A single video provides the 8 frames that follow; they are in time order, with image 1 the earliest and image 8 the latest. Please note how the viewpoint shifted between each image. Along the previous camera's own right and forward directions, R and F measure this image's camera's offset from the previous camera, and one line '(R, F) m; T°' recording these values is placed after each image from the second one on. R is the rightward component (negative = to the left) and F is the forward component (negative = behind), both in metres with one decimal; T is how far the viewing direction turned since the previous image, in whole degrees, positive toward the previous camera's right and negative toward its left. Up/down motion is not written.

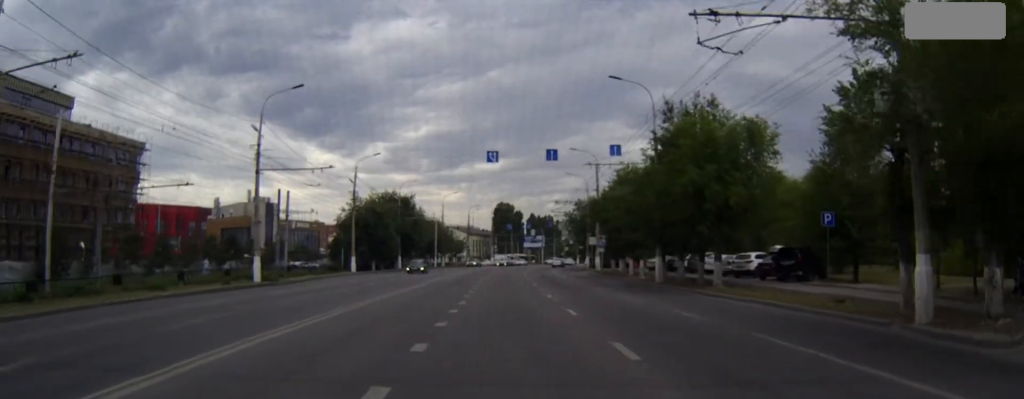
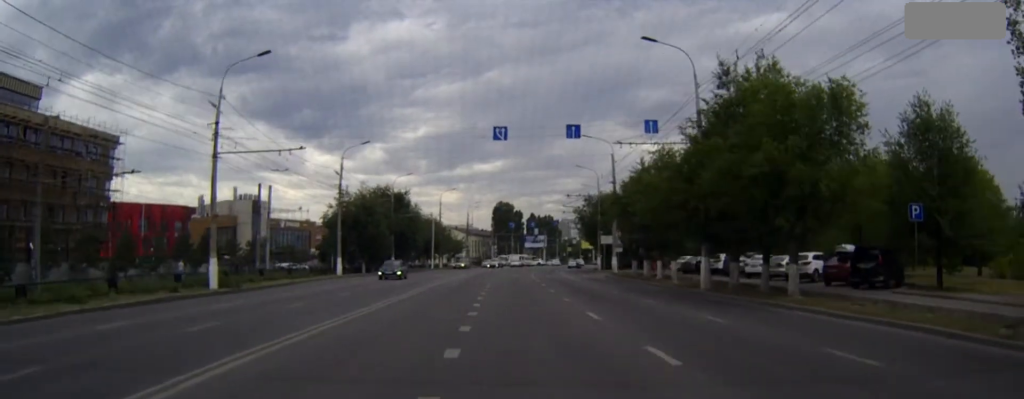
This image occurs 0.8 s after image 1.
(0.0, +8.5) m; 0°
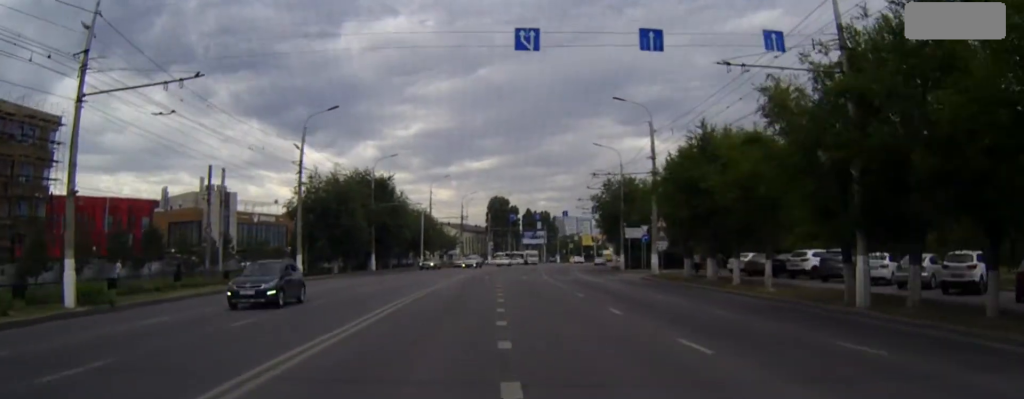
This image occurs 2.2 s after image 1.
(0.0, +15.3) m; 0°
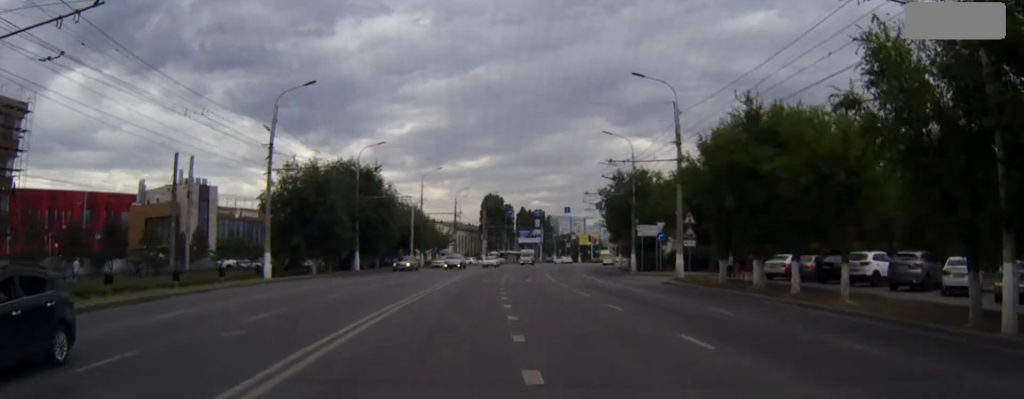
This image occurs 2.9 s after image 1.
(0.0, +7.2) m; 0°
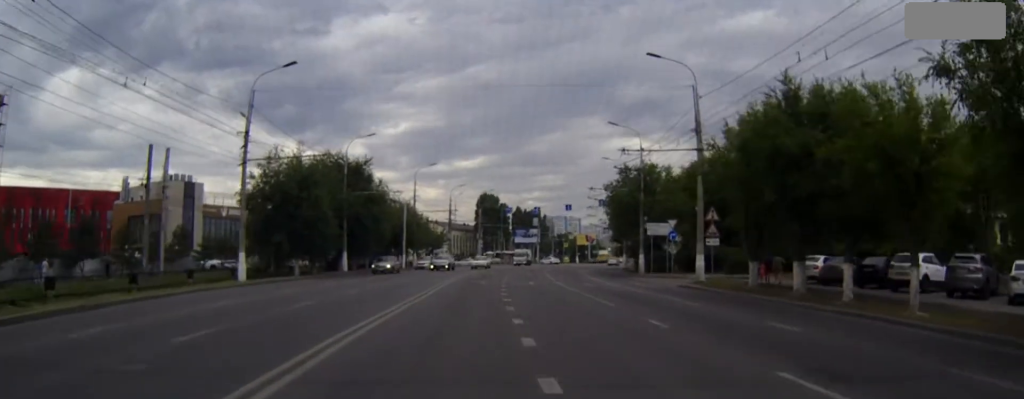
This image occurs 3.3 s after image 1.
(0.0, +4.6) m; 0°
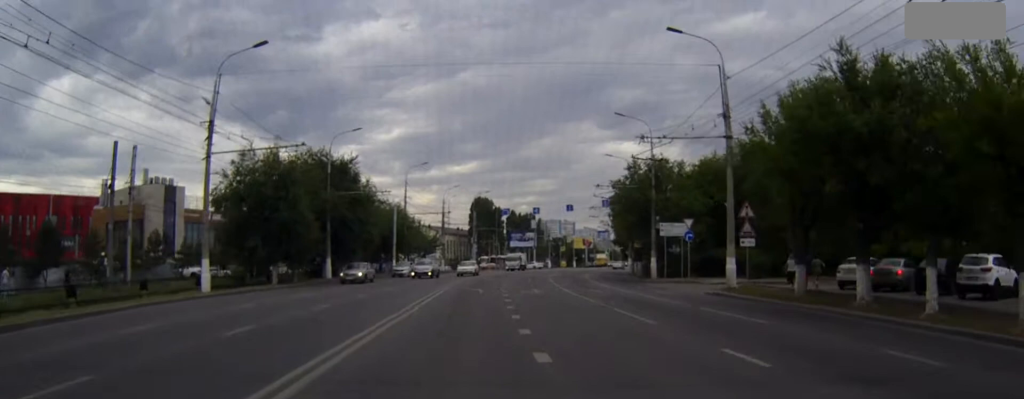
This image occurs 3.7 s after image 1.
(0.0, +5.4) m; 0°
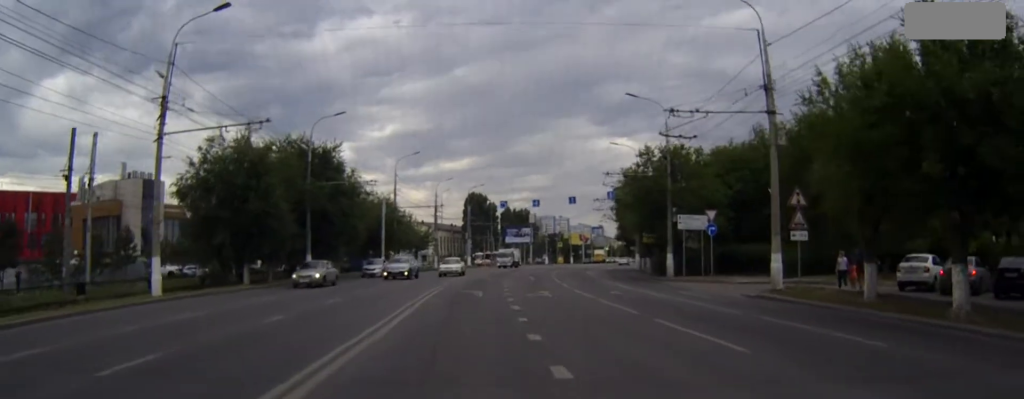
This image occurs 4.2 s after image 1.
(0.0, +5.7) m; +1°
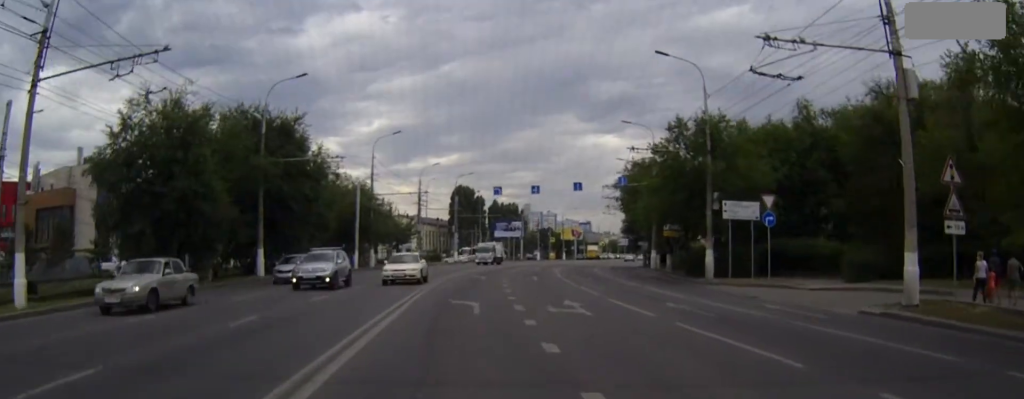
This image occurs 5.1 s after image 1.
(+0.1, +10.2) m; +1°
